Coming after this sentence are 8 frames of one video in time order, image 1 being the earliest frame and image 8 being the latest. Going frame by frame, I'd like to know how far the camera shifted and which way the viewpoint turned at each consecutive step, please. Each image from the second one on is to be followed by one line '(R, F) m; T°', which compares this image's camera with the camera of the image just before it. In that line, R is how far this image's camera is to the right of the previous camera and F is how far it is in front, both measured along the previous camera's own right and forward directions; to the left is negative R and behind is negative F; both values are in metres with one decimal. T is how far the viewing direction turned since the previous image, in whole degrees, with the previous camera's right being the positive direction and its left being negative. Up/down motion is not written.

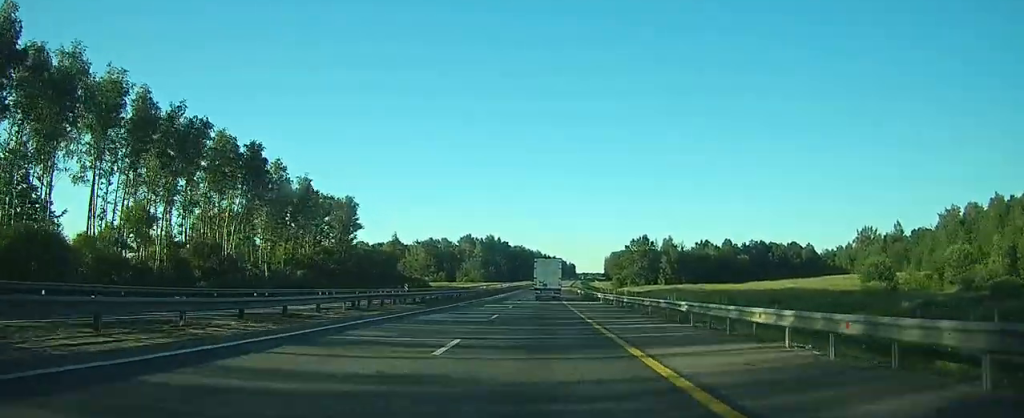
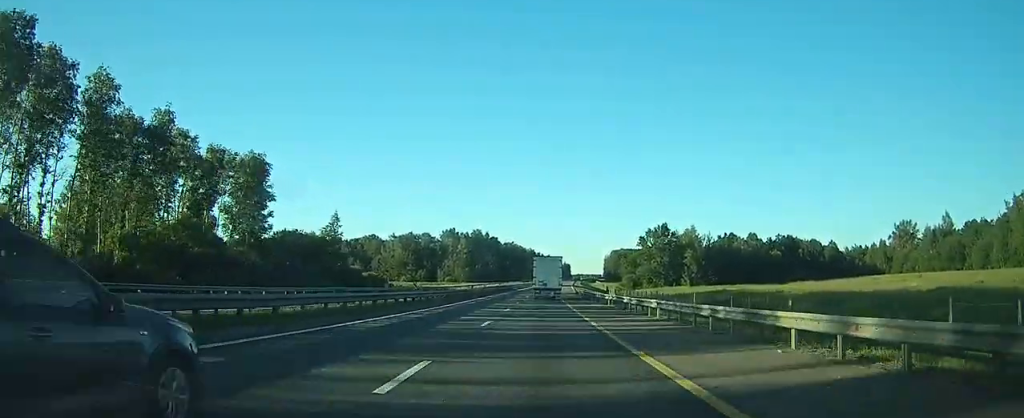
(-0.1, +40.1) m; 0°
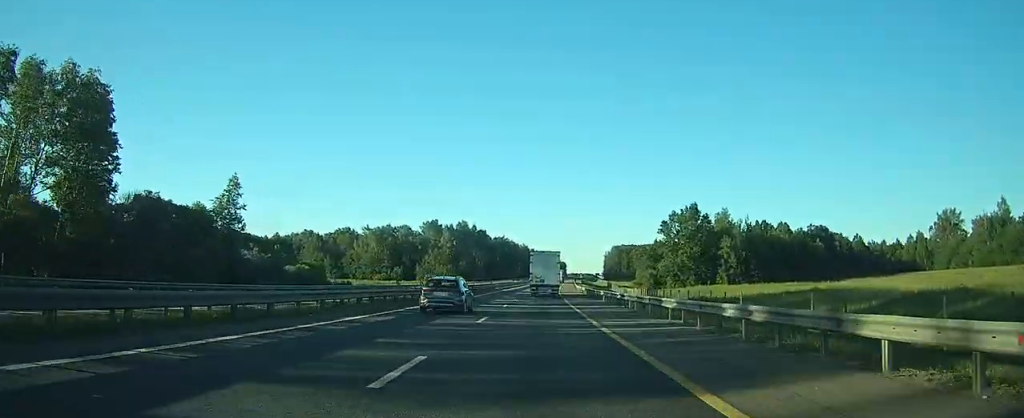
(+0.2, +35.6) m; +1°
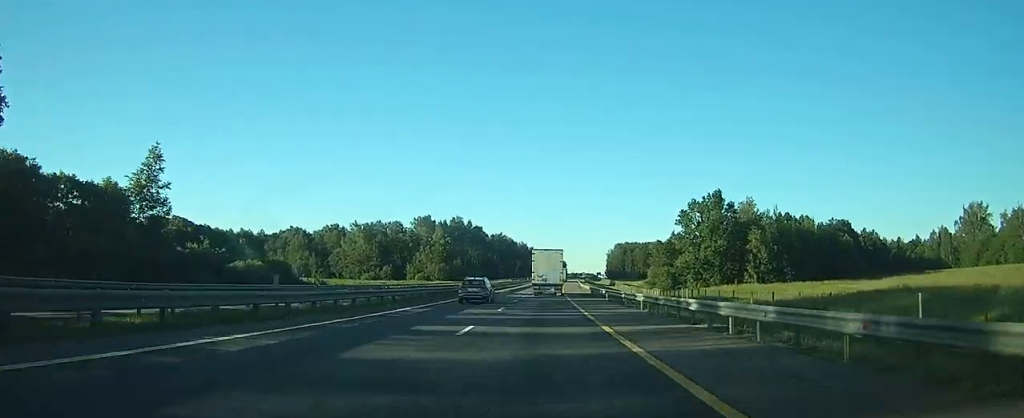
(0.0, +16.9) m; +1°
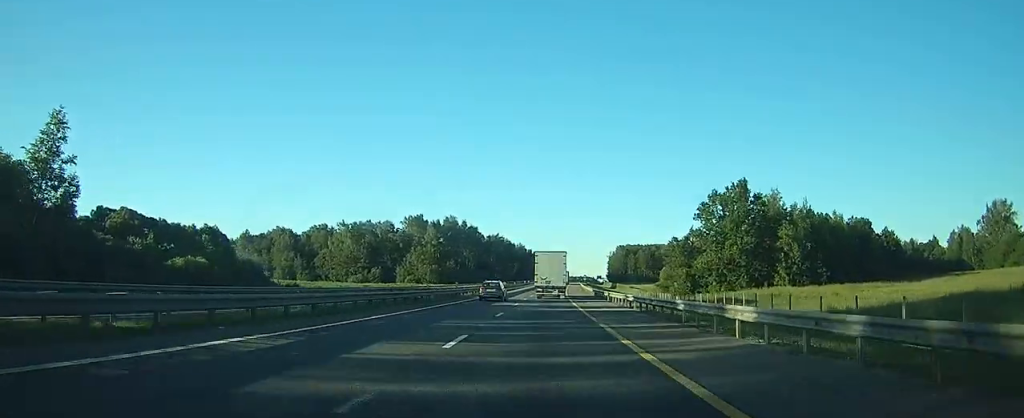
(+0.1, +14.3) m; 0°
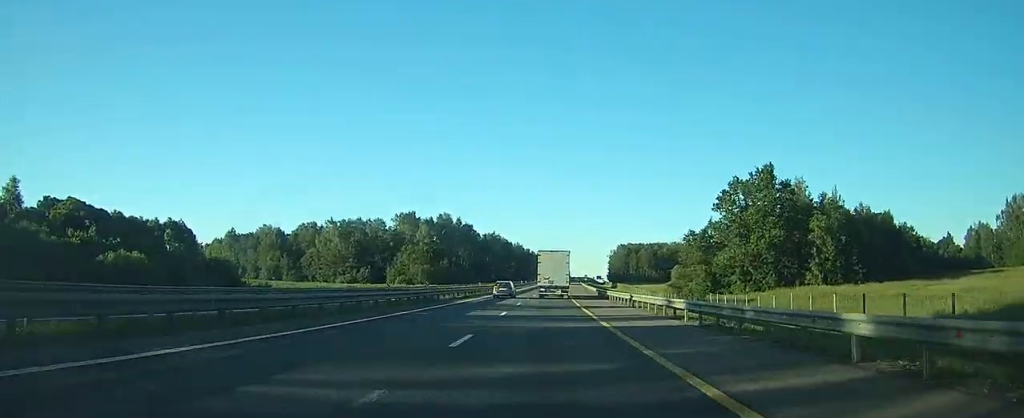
(0.0, +11.8) m; 0°
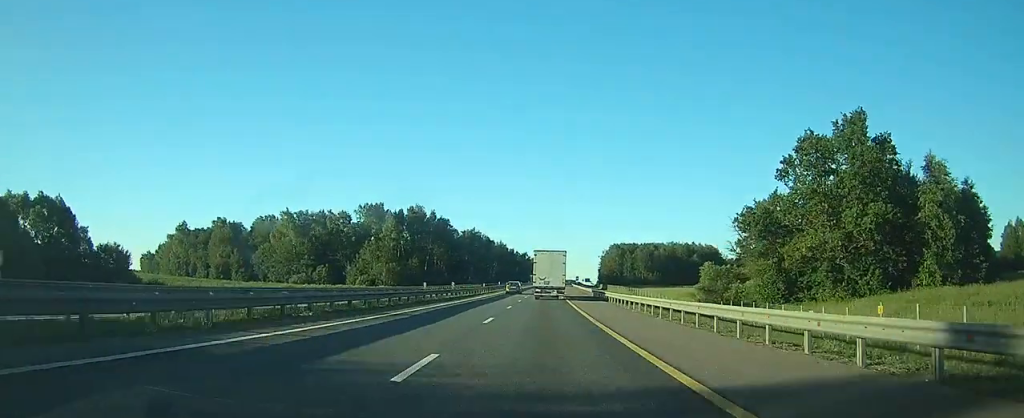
(0.0, +28.5) m; 0°
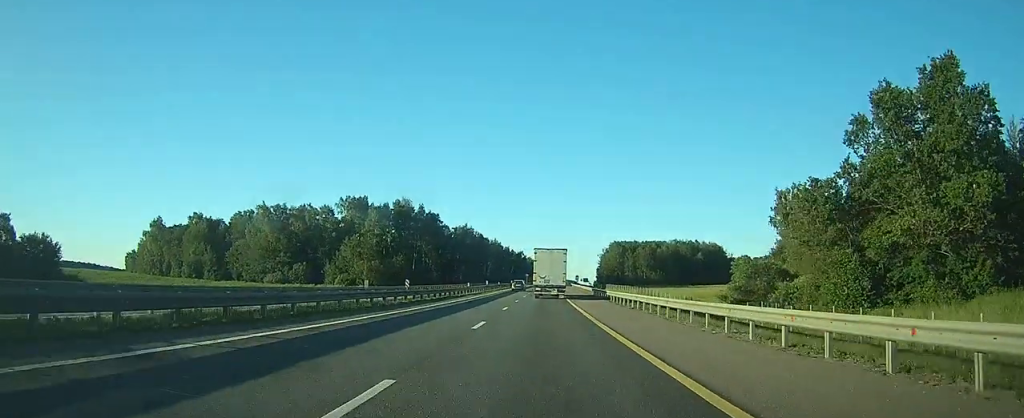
(0.0, +15.0) m; 0°
